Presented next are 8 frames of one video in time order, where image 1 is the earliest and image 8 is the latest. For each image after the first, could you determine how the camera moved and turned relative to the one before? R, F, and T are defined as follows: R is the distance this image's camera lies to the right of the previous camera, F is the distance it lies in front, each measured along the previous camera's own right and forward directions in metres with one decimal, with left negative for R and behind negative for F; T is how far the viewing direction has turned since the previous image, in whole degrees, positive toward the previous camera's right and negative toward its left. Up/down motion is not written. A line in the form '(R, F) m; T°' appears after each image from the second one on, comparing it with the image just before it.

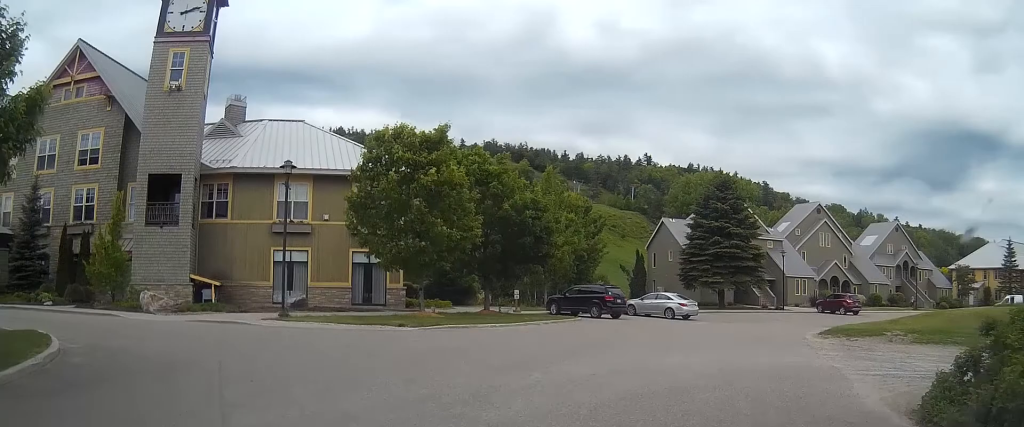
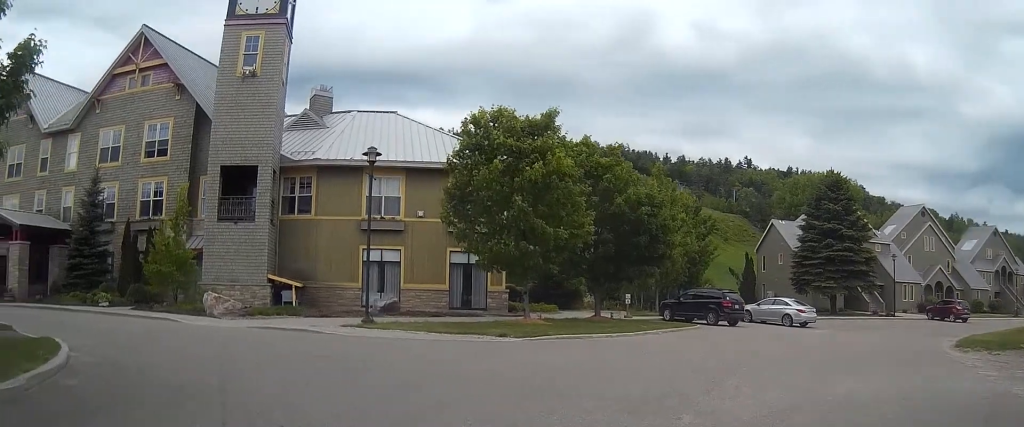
(-0.1, +3.2) m; -8°
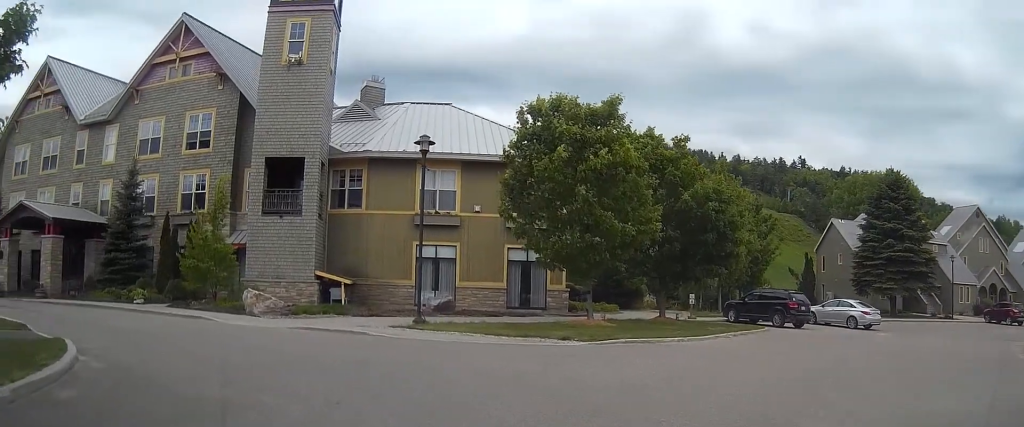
(0.0, +1.7) m; -6°
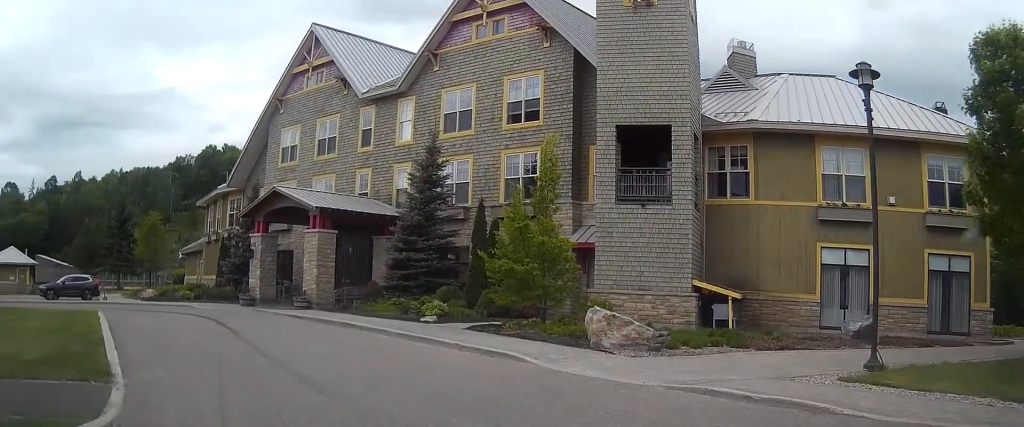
(-3.3, +8.9) m; -37°
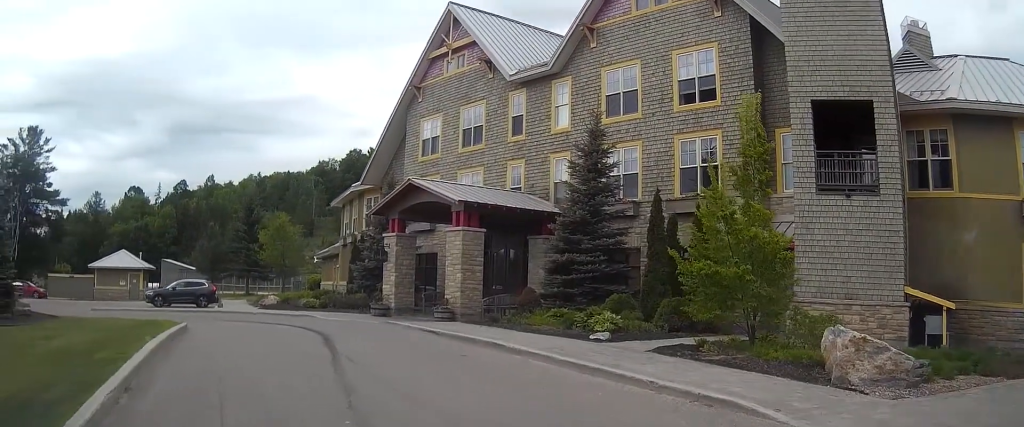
(-0.4, +4.5) m; -11°
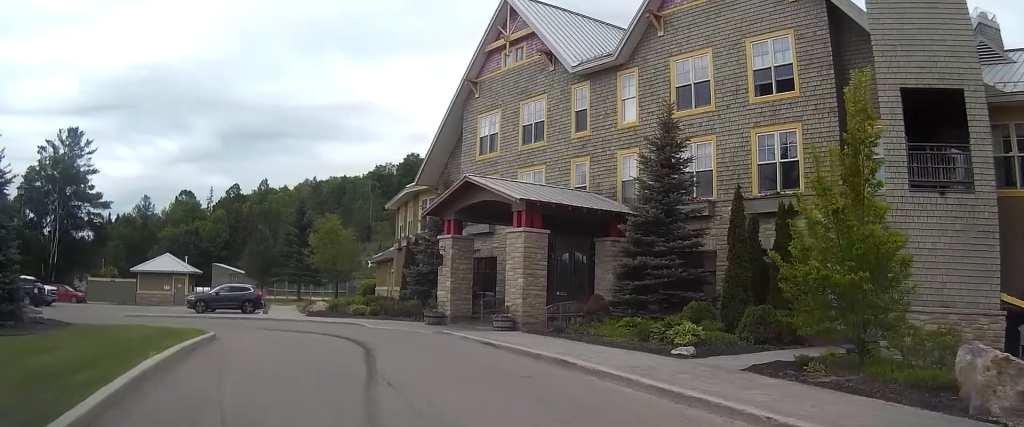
(-0.1, +2.1) m; -4°
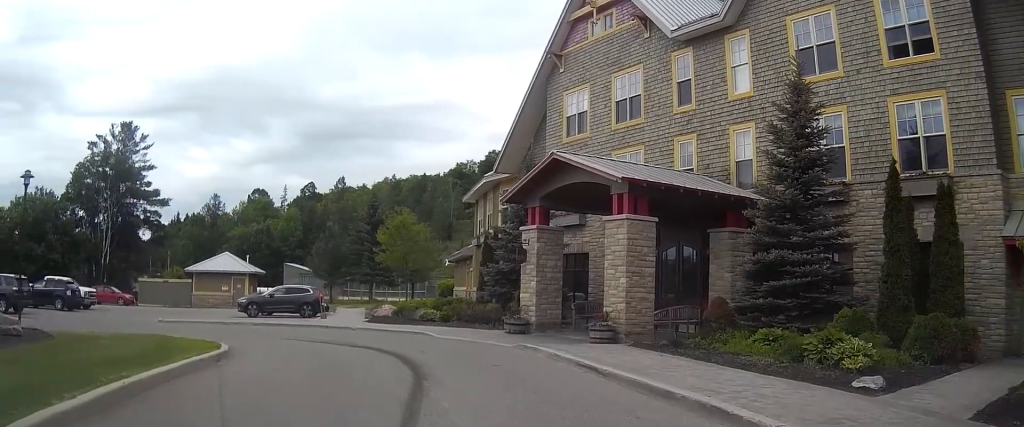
(-0.3, +4.2) m; -8°
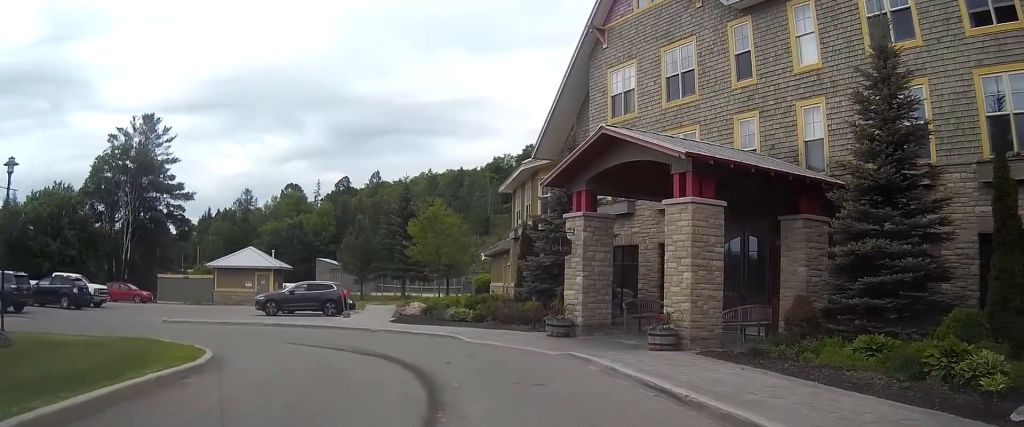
(-0.1, +2.6) m; -4°
